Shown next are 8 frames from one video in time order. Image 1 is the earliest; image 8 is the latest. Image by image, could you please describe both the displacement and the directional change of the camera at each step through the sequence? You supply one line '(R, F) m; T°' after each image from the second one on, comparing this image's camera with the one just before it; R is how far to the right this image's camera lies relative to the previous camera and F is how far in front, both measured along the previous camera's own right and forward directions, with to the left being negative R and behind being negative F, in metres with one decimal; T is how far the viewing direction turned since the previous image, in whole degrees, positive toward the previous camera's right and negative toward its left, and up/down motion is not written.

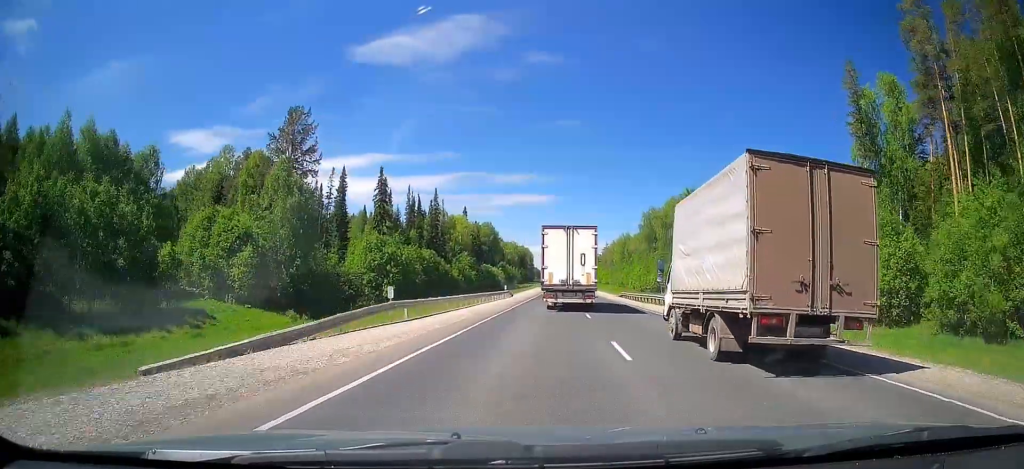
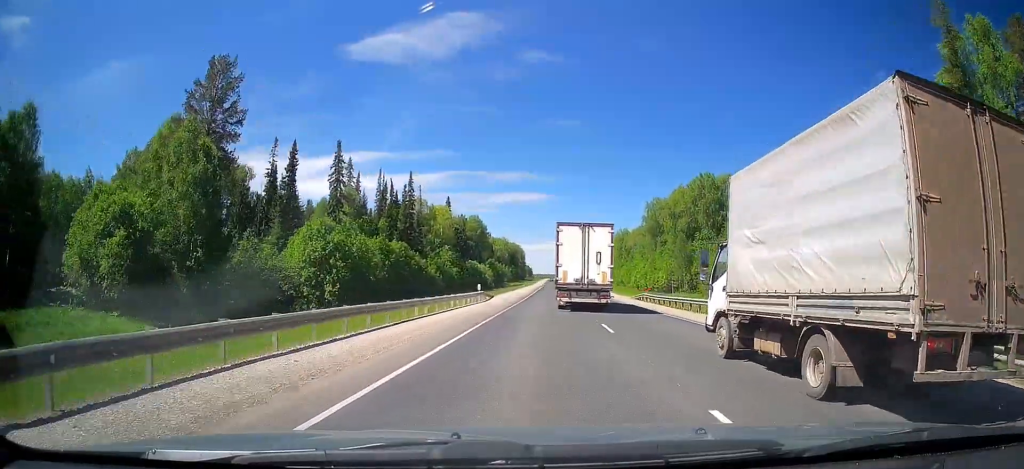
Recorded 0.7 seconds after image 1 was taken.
(0.0, +18.8) m; 0°
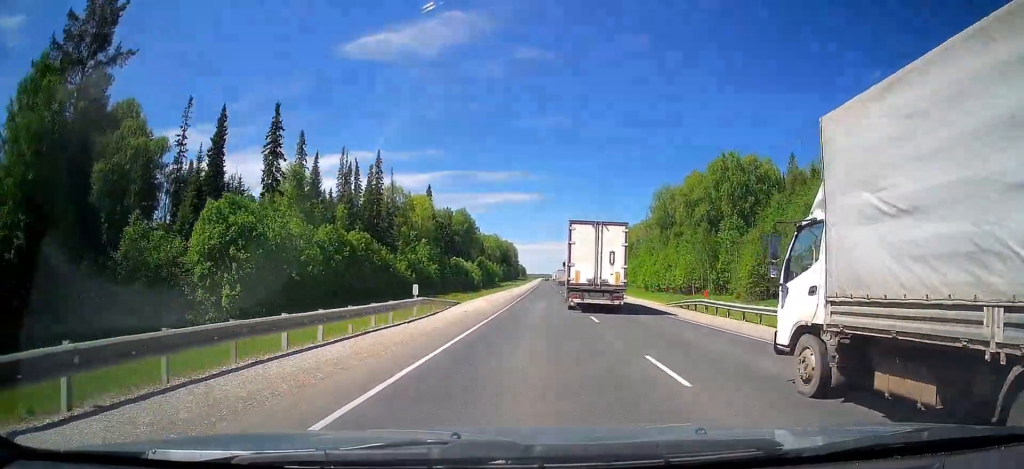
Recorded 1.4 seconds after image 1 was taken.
(0.0, +19.7) m; +1°
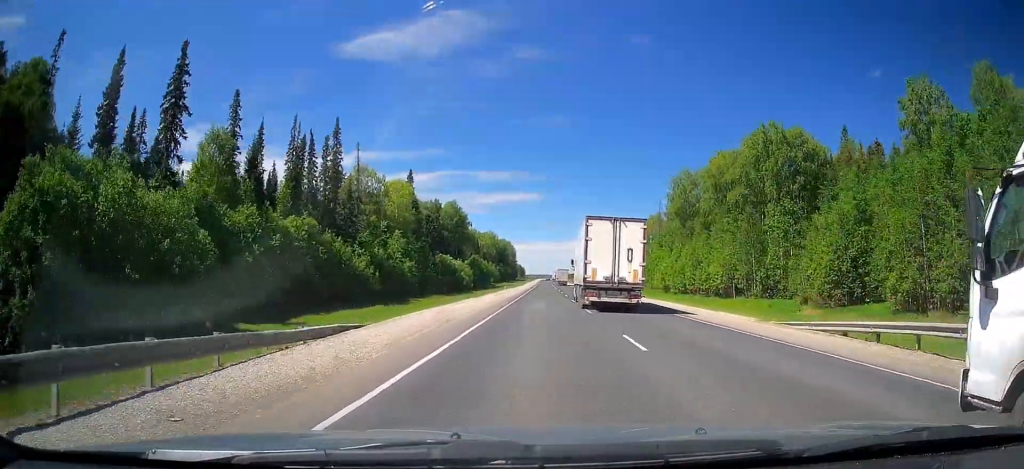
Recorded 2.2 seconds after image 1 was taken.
(+0.4, +20.6) m; +1°
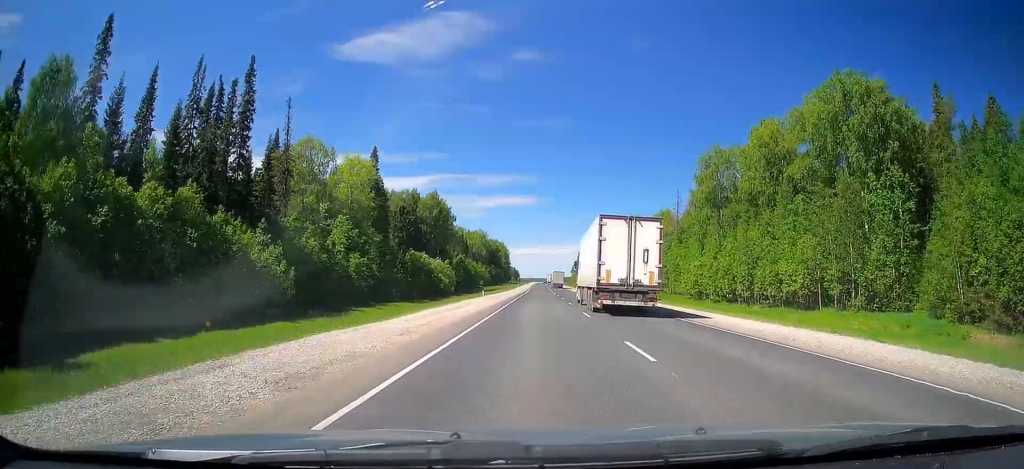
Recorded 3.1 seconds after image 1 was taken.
(+0.2, +24.9) m; +1°
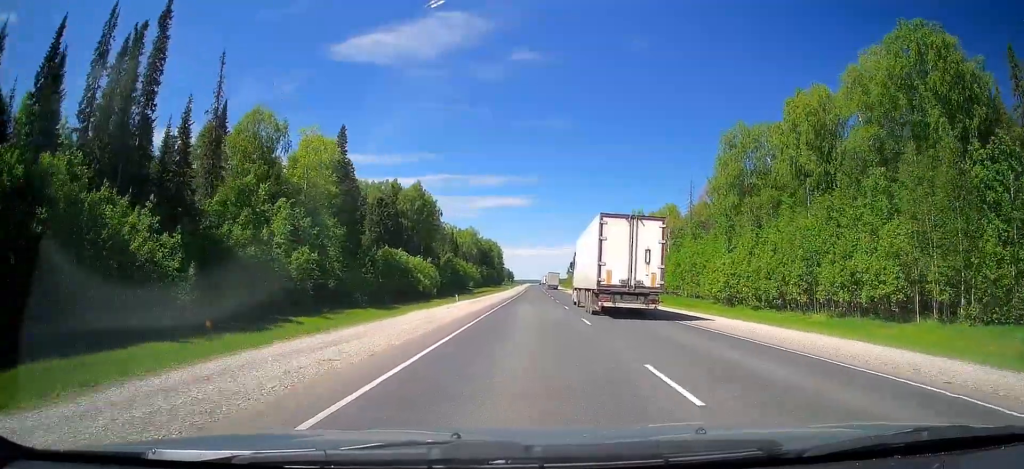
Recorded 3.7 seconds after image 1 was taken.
(+0.1, +15.1) m; 0°
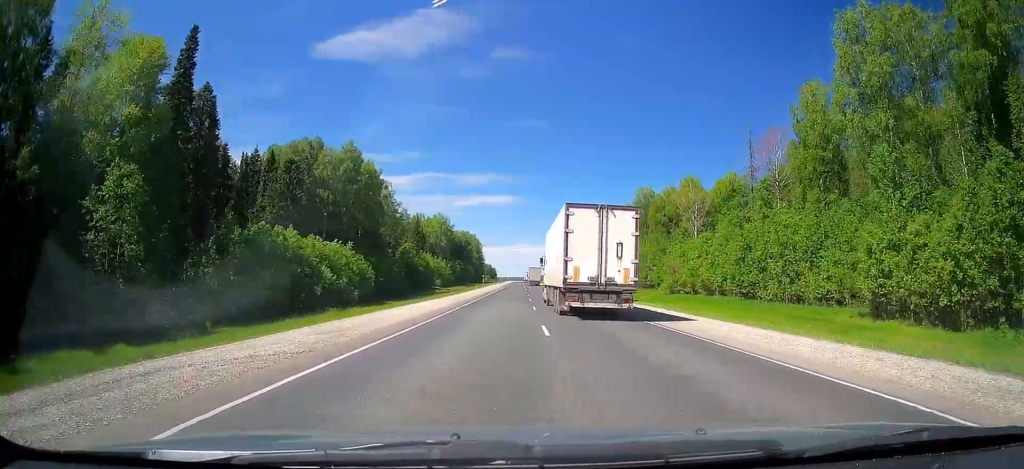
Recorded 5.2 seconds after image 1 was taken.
(-0.1, +40.1) m; 0°
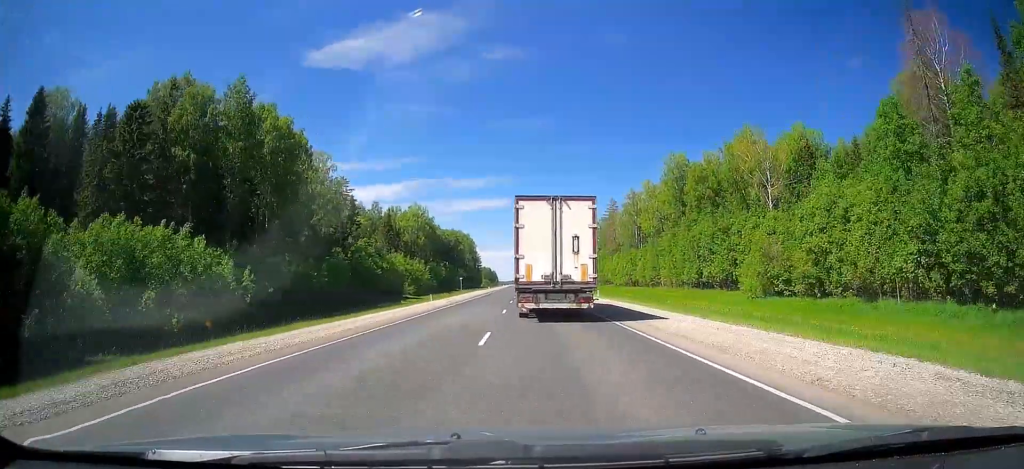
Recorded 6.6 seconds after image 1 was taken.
(+0.7, +38.1) m; +1°
